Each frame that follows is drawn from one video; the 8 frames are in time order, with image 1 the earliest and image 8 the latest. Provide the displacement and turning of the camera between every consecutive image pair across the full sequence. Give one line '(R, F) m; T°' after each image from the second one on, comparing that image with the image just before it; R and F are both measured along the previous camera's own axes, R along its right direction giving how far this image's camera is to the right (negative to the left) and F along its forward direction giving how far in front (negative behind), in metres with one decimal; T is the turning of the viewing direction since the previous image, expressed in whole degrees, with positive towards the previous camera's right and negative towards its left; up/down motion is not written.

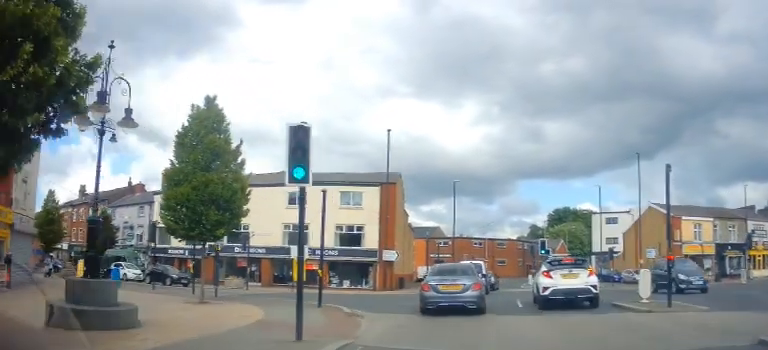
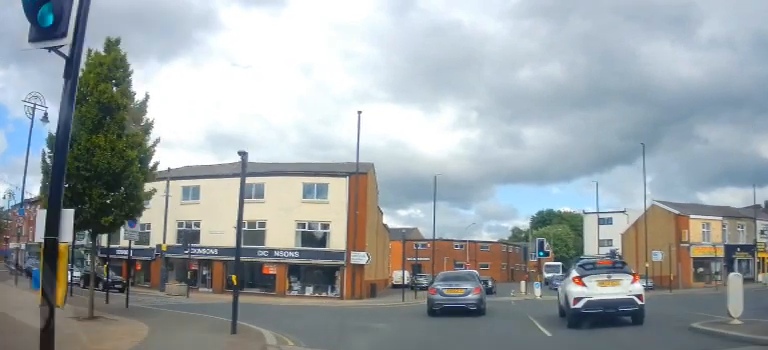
(0.0, +5.4) m; 0°
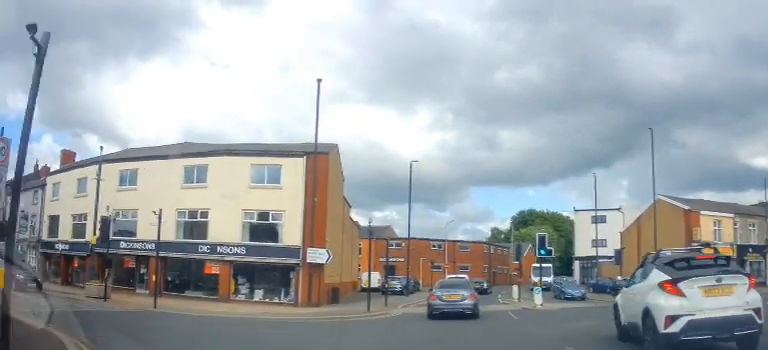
(-0.1, +5.8) m; +1°
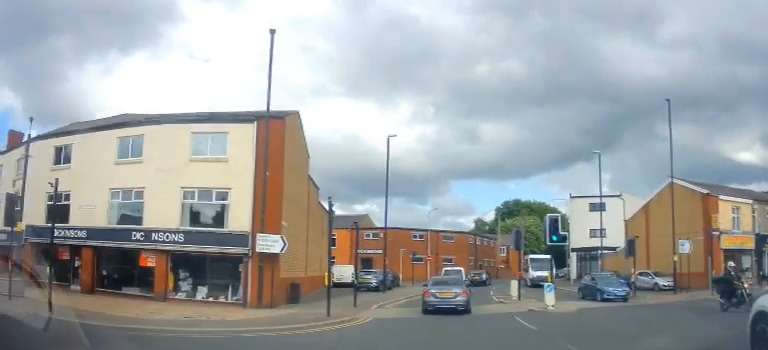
(+0.1, +4.8) m; +2°
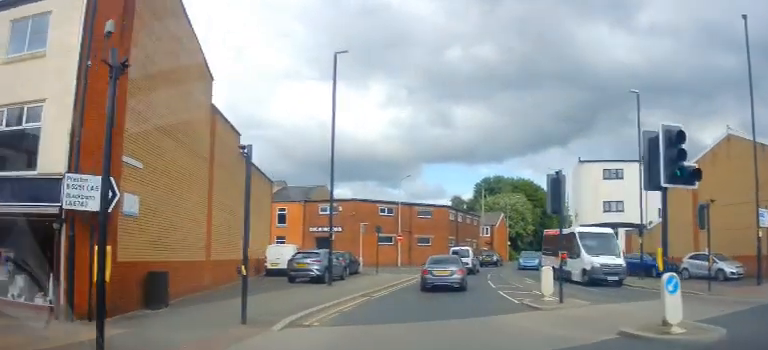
(+0.5, +10.4) m; +4°
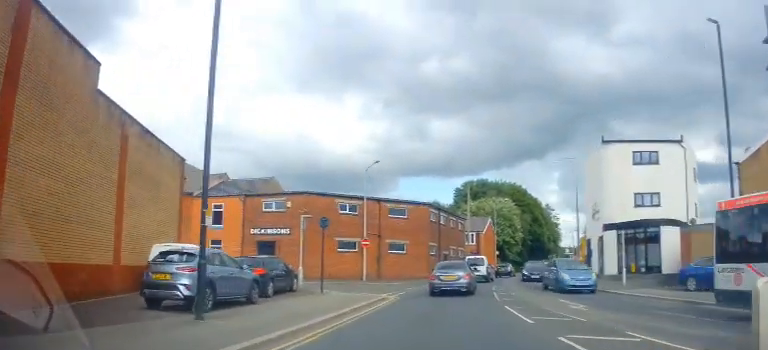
(+0.2, +10.3) m; +5°
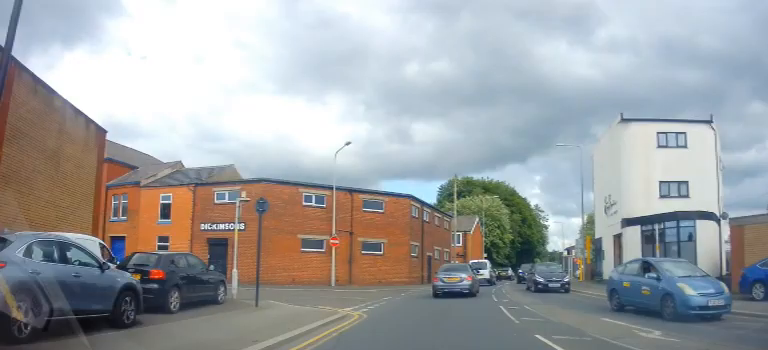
(+0.3, +5.7) m; +3°
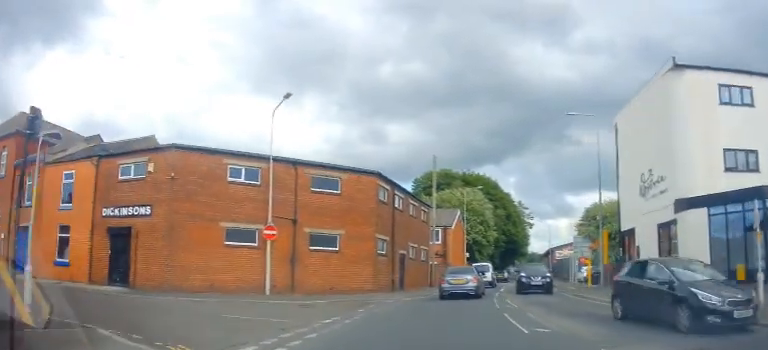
(+0.2, +7.9) m; +2°
